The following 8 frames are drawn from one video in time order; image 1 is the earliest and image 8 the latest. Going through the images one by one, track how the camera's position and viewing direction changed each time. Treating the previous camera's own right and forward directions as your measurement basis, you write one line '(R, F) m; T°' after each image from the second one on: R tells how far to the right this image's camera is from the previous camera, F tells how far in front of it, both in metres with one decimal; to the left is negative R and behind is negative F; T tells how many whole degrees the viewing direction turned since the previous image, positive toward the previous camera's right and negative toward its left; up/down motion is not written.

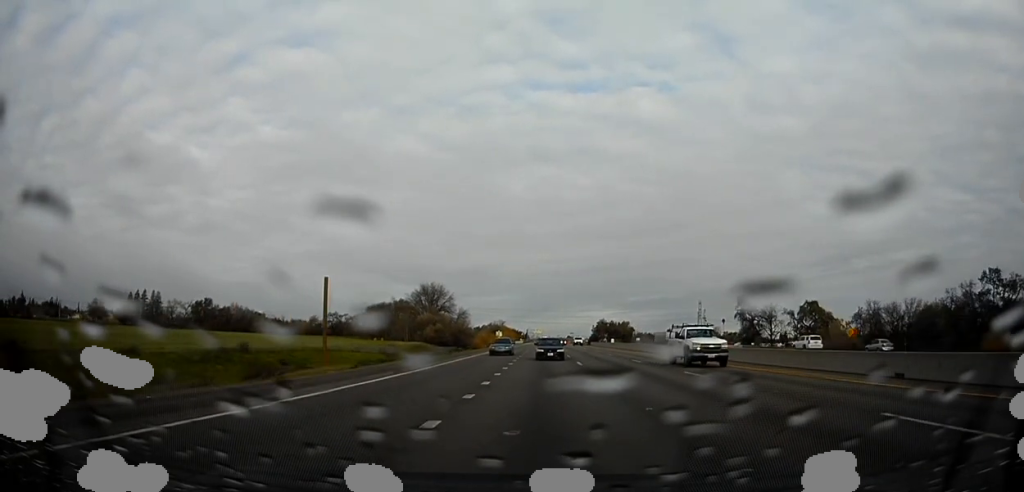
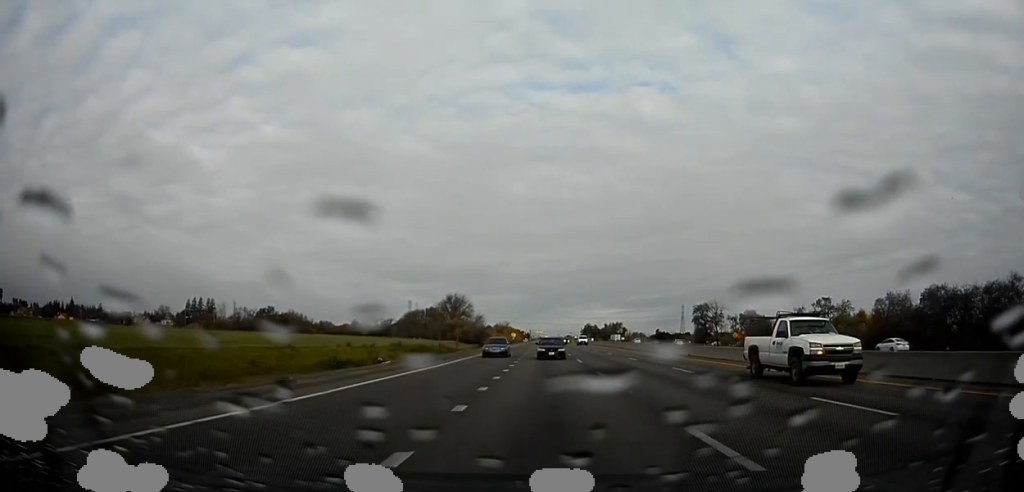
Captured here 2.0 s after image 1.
(-0.1, +61.9) m; 0°
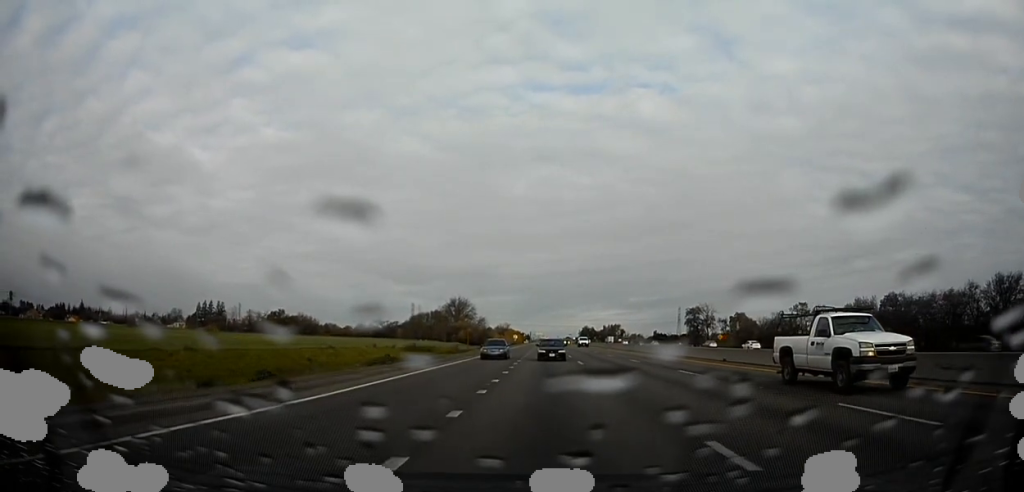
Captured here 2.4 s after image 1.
(0.0, +13.3) m; 0°
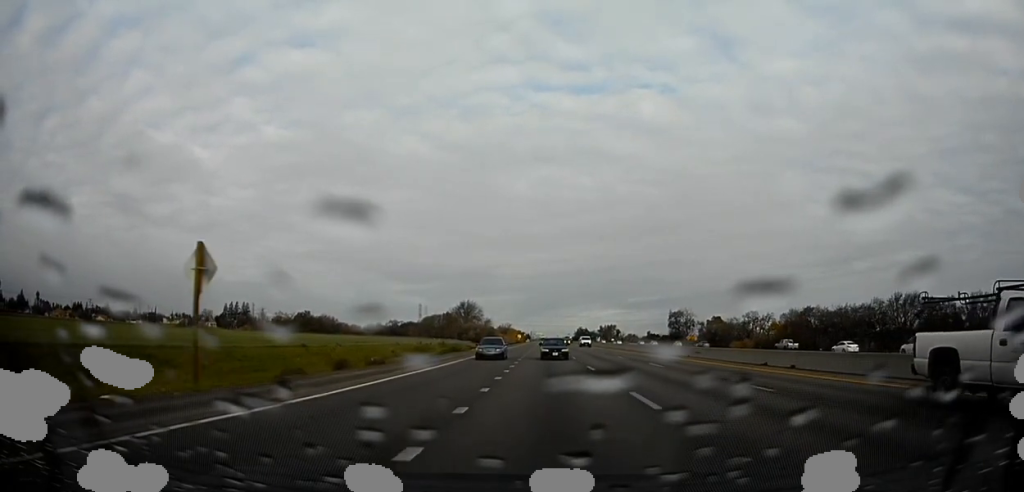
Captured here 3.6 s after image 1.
(-0.2, +36.8) m; -1°
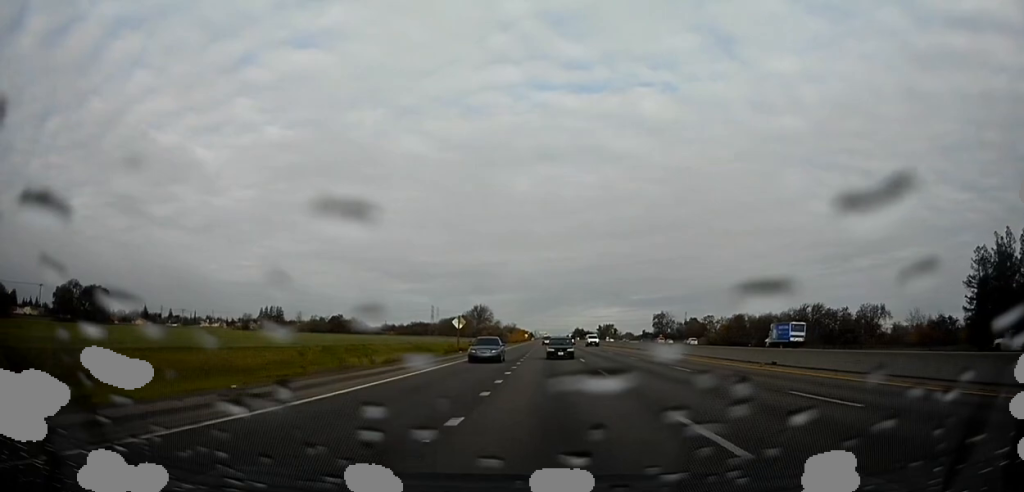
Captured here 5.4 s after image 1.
(+0.3, +53.6) m; 0°
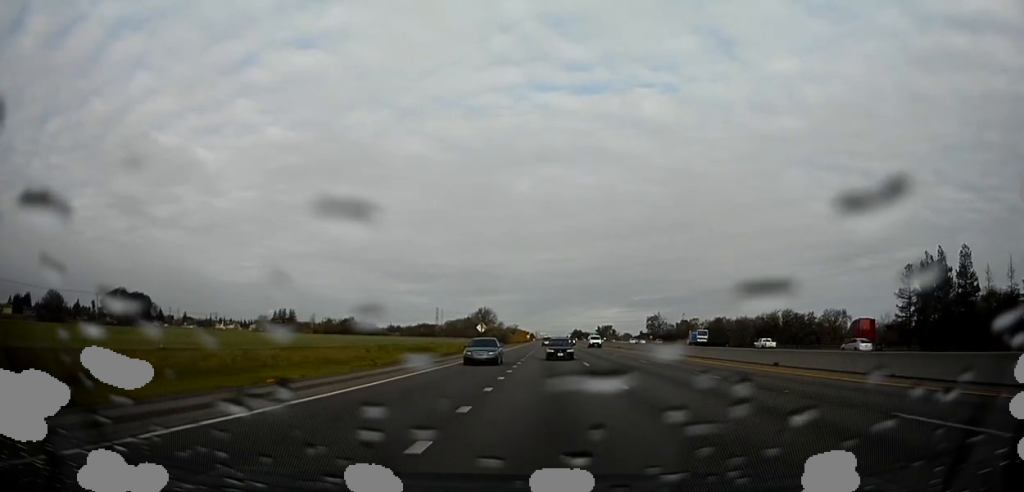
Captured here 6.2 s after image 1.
(-0.4, +24.5) m; -1°
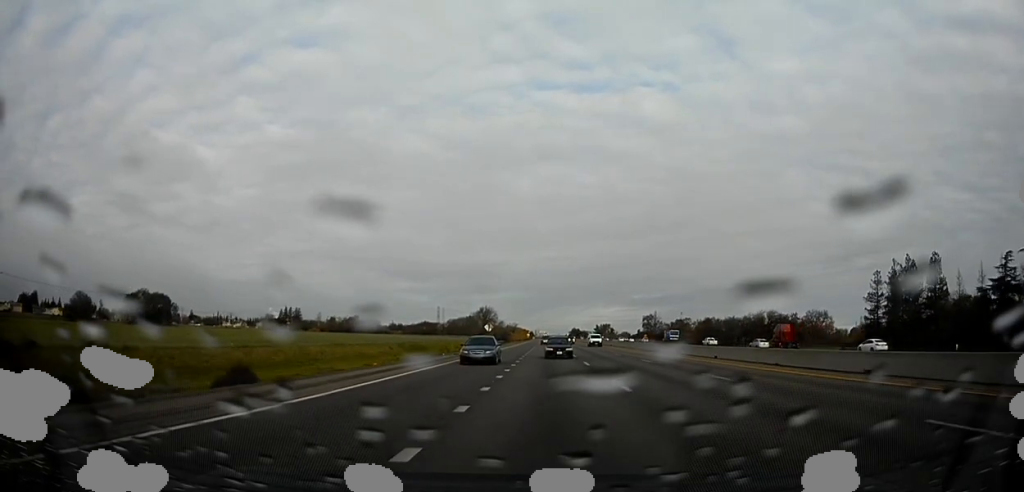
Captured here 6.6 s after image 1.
(0.0, +12.8) m; 0°
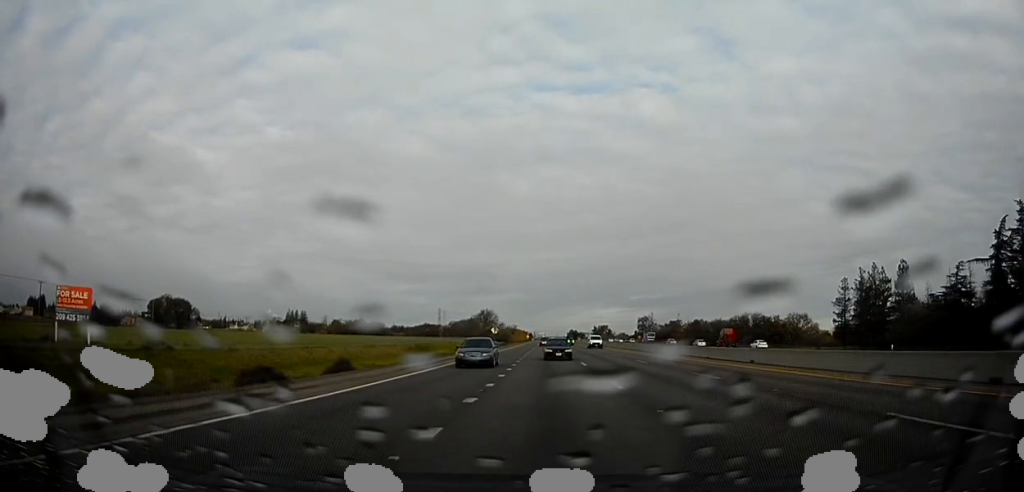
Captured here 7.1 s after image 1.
(0.0, +15.9) m; 0°
